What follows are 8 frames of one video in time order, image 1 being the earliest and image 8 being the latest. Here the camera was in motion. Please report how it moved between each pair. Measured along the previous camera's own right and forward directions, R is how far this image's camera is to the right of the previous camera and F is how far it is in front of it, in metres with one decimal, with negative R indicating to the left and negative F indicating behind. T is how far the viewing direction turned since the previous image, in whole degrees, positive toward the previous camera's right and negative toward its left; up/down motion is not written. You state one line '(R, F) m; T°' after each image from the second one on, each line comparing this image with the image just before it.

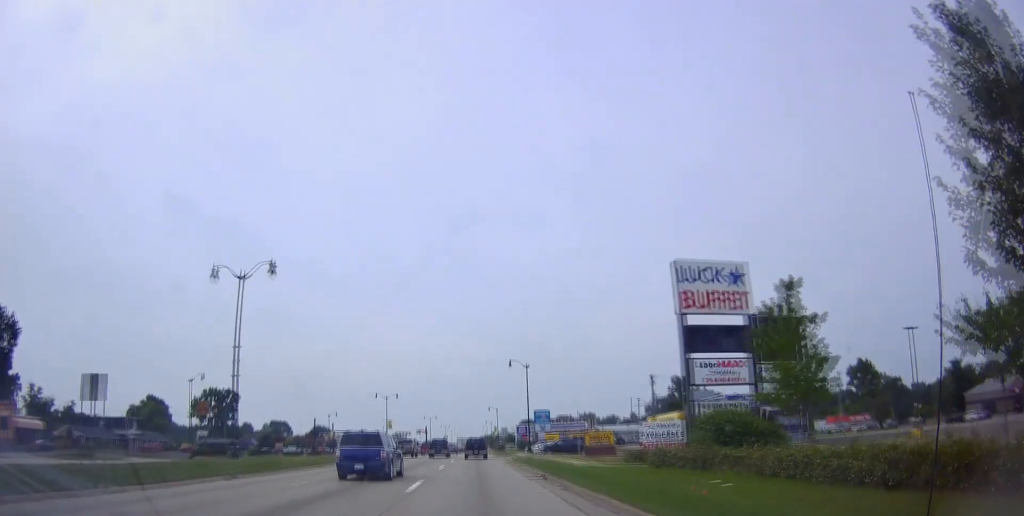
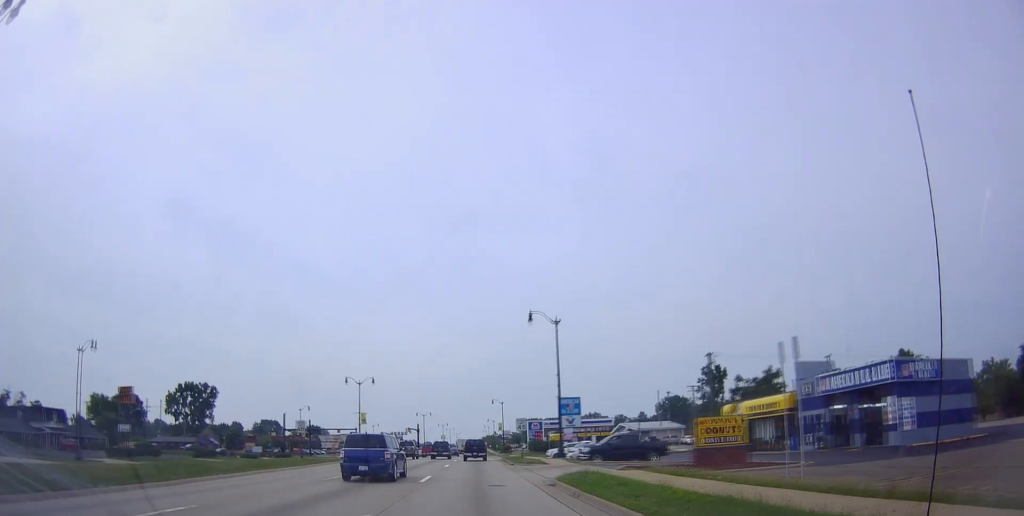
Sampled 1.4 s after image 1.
(-0.2, +25.1) m; +1°
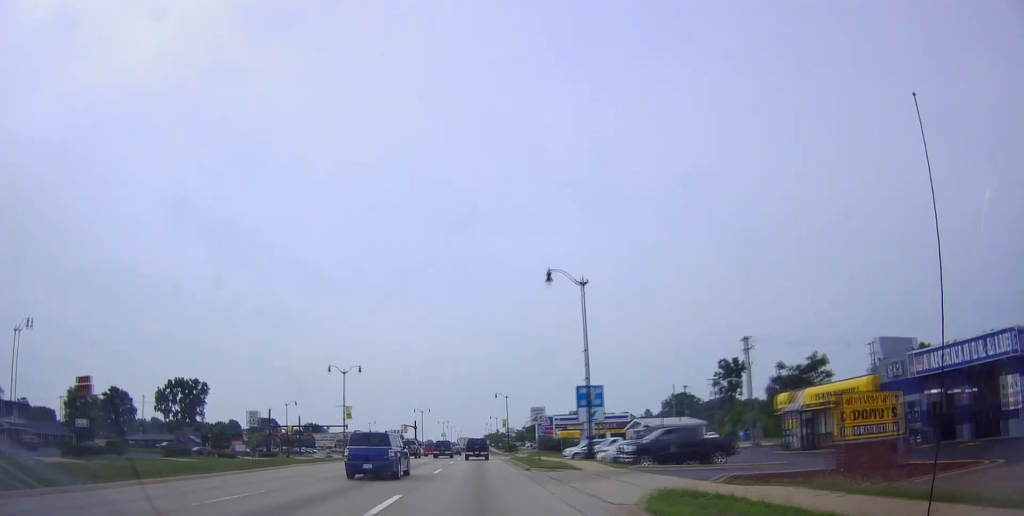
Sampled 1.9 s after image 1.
(+0.1, +10.4) m; +1°
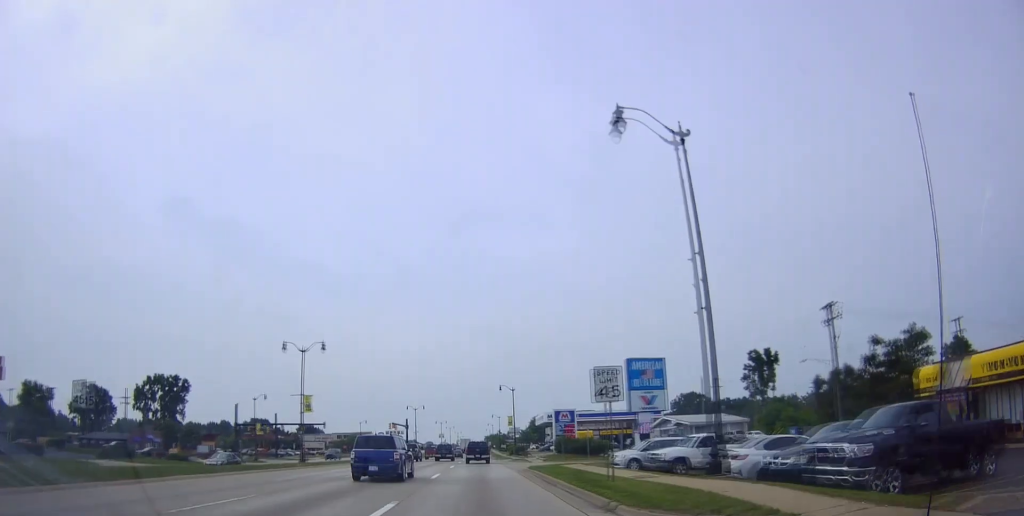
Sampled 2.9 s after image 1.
(0.0, +17.2) m; 0°
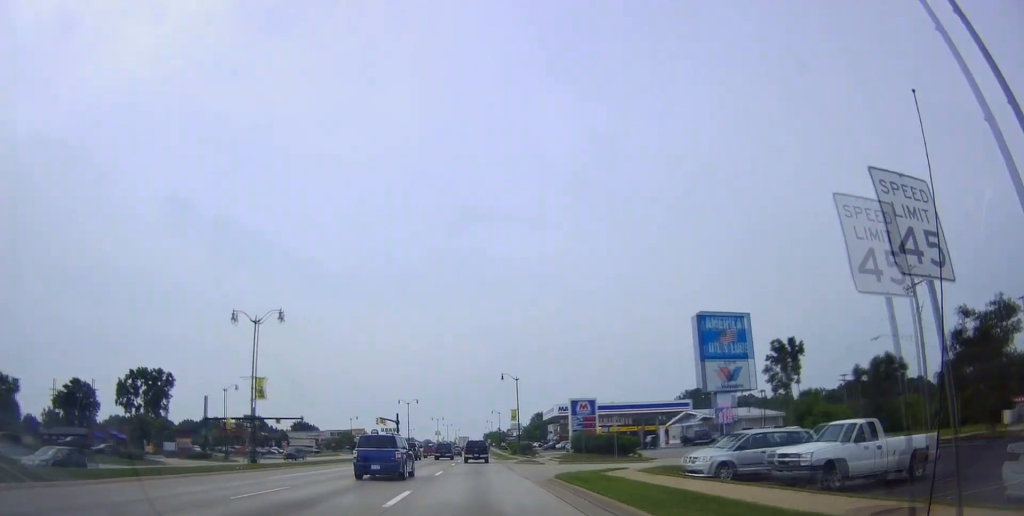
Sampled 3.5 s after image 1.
(0.0, +11.6) m; -1°
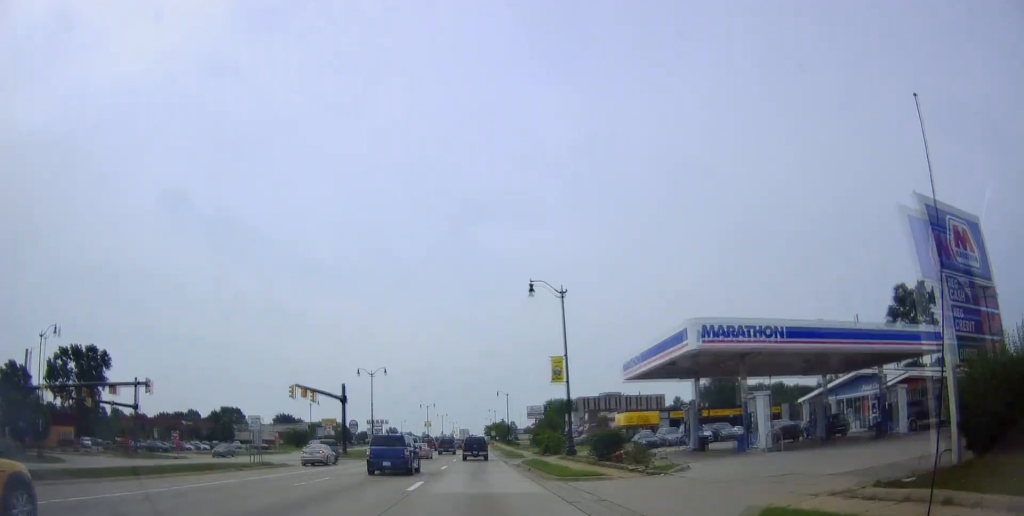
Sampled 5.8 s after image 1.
(-0.5, +42.0) m; +1°
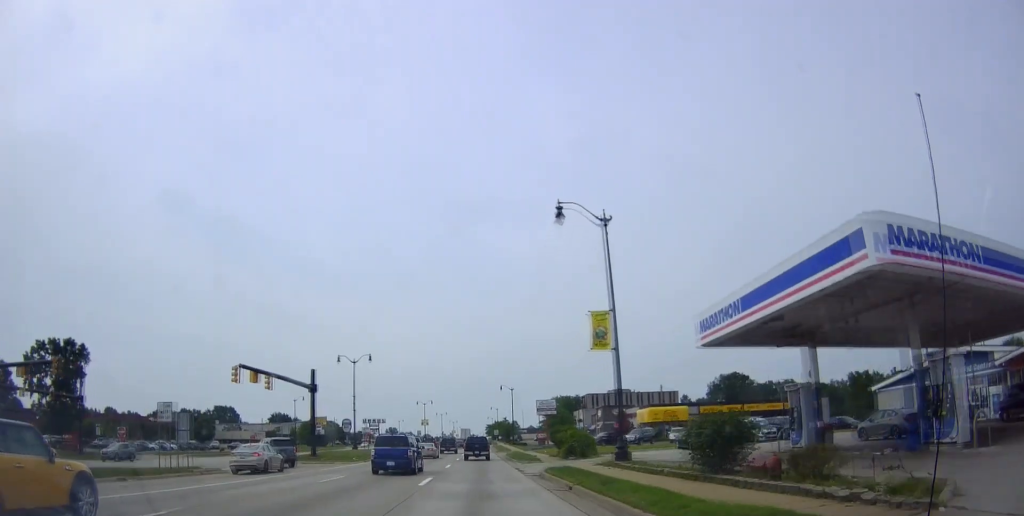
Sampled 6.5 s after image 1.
(+0.1, +12.2) m; 0°
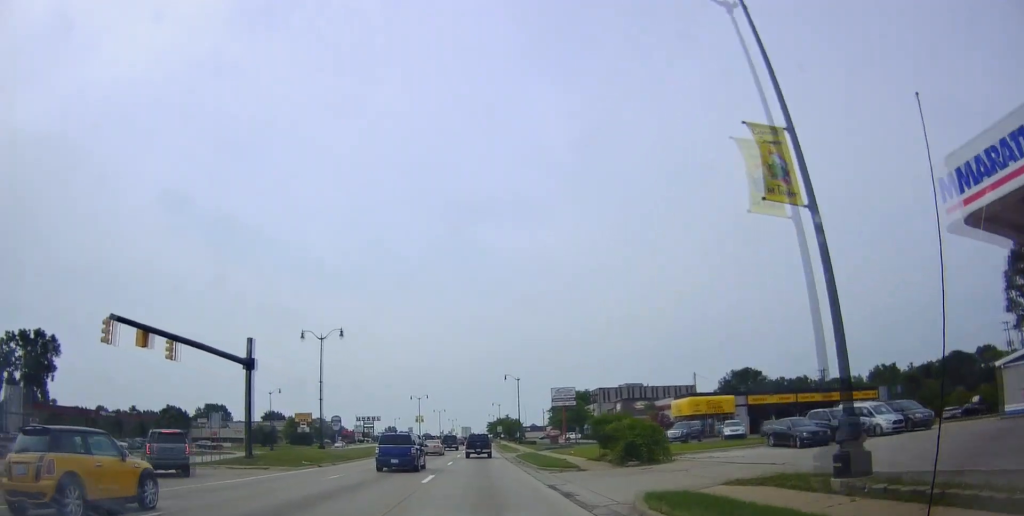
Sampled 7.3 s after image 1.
(-0.1, +14.7) m; -1°
